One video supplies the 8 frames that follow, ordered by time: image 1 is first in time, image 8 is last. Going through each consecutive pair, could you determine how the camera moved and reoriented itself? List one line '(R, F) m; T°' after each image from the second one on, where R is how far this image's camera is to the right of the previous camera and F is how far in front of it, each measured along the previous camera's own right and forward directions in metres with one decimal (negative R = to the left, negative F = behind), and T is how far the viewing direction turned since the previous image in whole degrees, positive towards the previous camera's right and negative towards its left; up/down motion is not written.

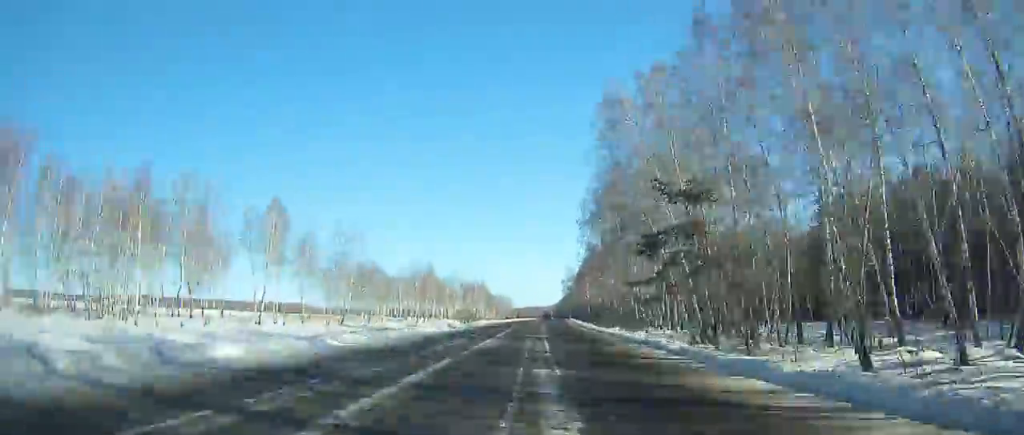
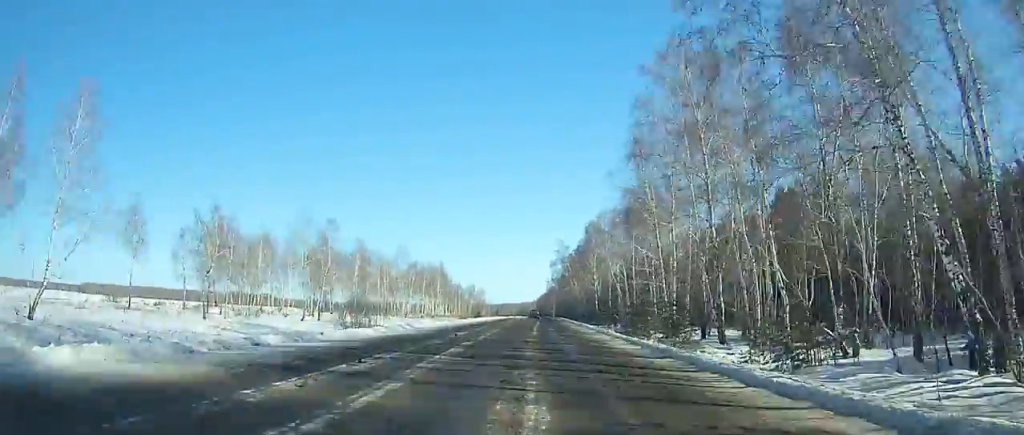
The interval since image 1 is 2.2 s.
(+0.9, +51.2) m; +2°
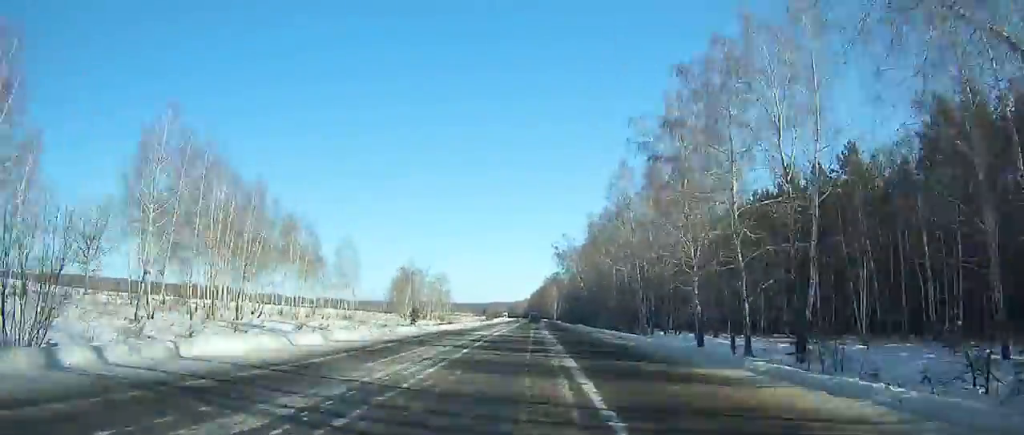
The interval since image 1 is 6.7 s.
(+1.7, +104.6) m; +1°
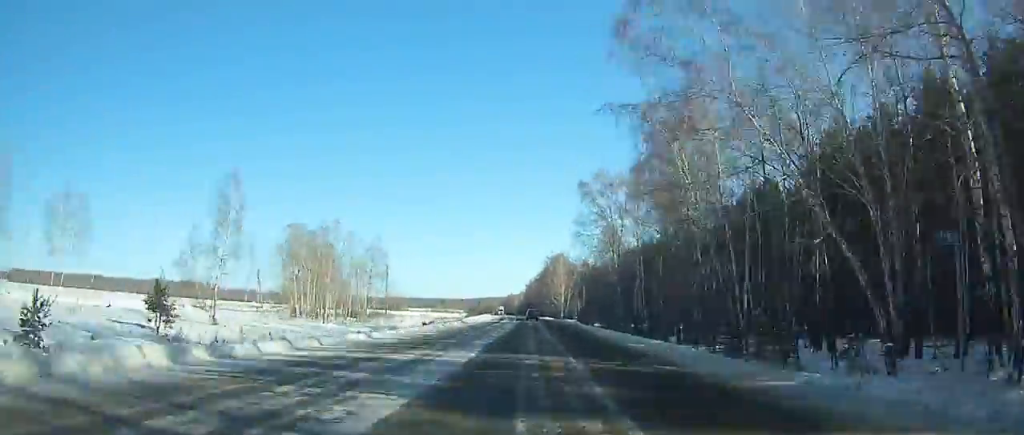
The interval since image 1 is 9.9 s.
(-0.1, +73.7) m; 0°
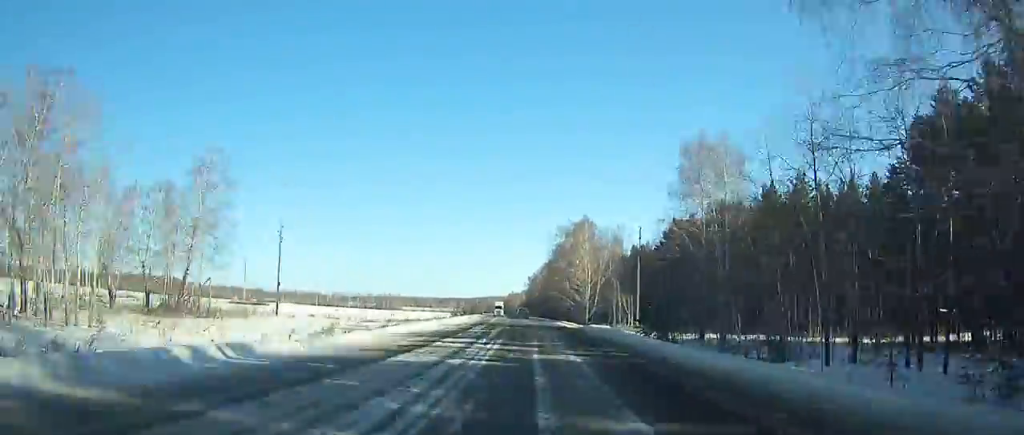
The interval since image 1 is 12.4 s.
(-0.1, +56.8) m; 0°
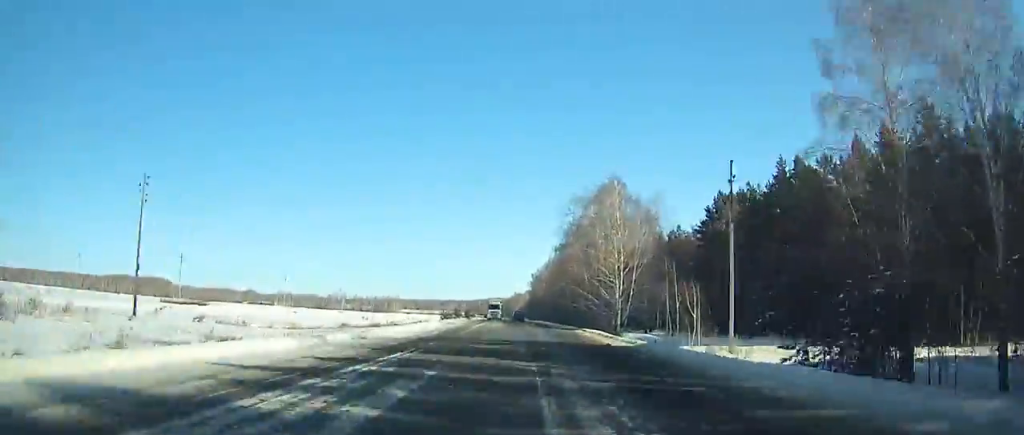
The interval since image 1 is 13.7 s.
(0.0, +29.4) m; 0°
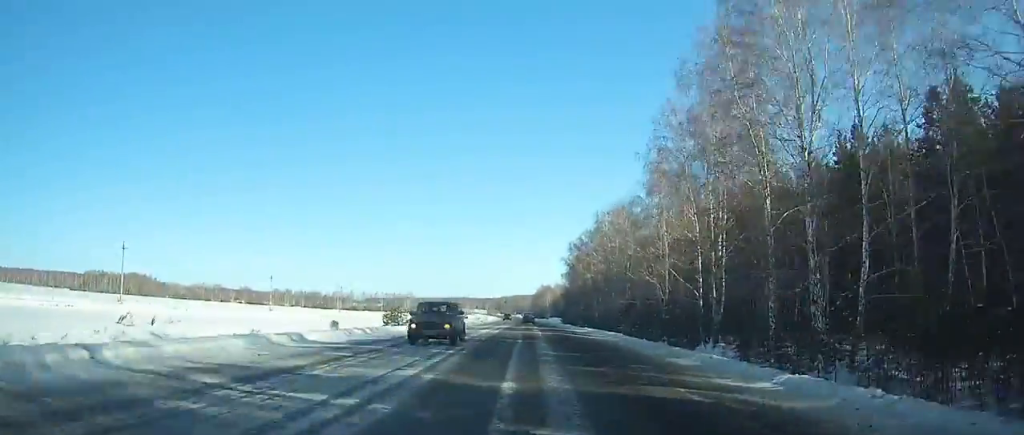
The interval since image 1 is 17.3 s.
(-1.2, +80.4) m; -2°
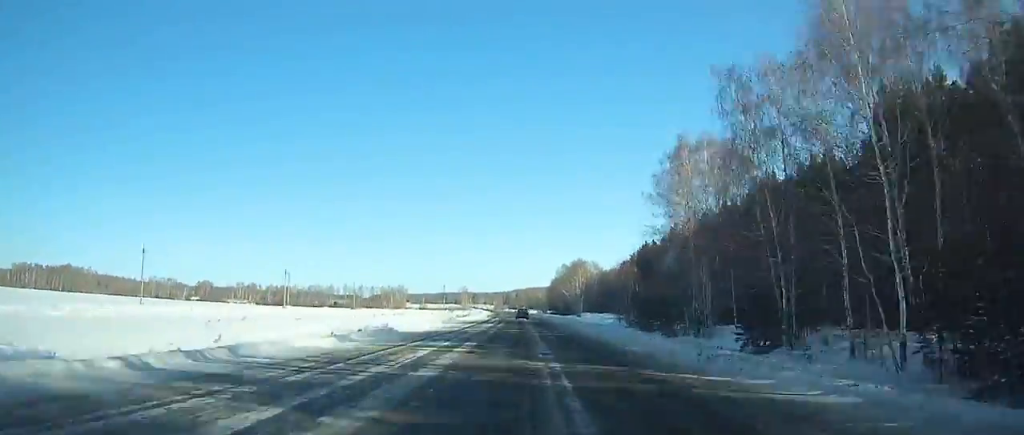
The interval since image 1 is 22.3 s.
(-2.4, +110.4) m; -2°
